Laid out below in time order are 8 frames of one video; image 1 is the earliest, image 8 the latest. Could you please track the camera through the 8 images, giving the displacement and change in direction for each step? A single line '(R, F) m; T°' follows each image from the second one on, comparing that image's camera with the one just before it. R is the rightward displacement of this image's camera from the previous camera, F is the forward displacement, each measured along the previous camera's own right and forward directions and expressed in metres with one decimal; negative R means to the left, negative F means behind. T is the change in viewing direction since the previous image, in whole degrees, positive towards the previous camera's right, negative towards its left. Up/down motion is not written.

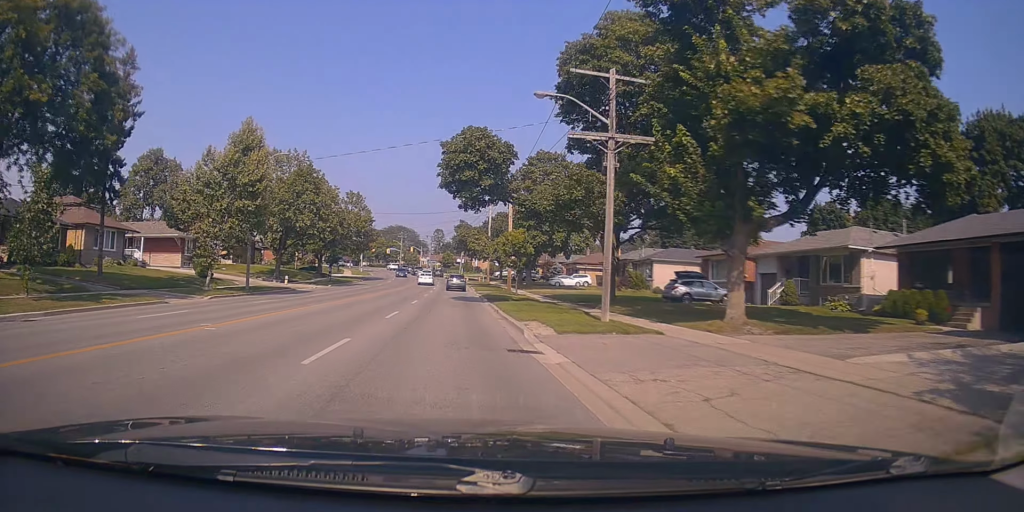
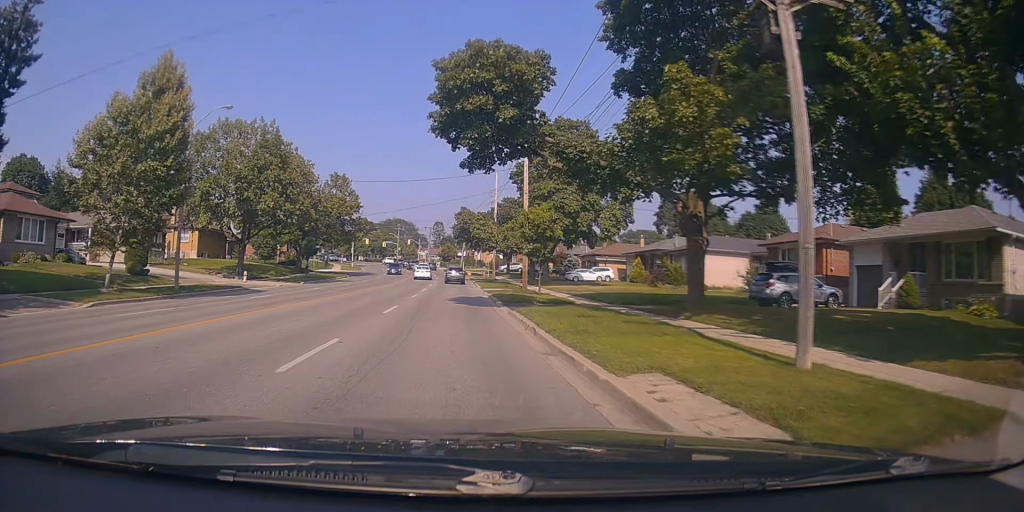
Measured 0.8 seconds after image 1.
(+0.3, +10.7) m; +2°
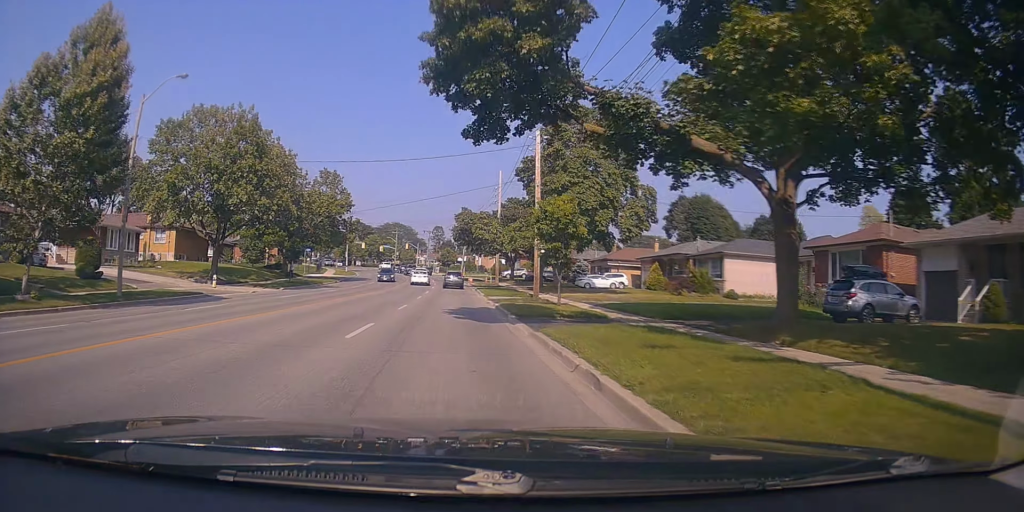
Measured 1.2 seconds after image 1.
(0.0, +5.6) m; 0°
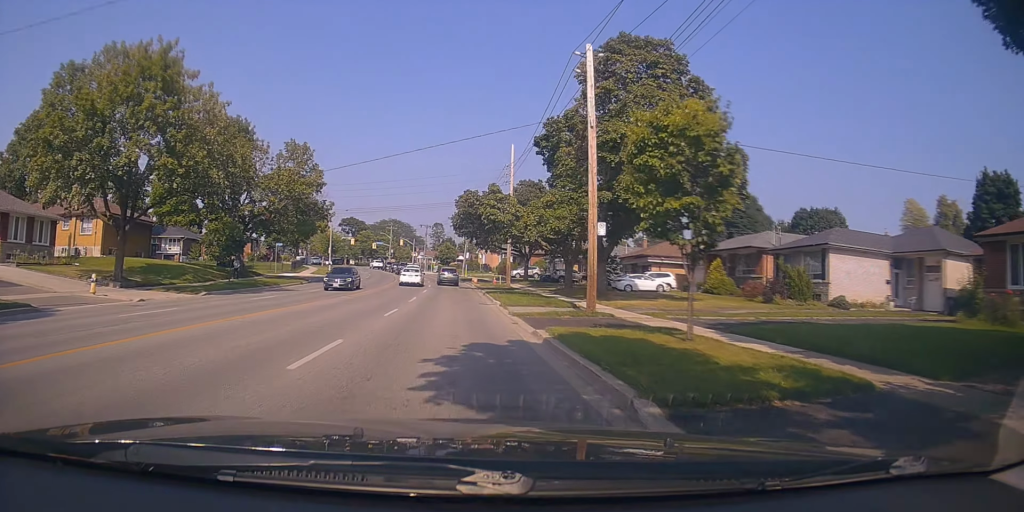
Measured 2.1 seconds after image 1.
(+0.1, +13.4) m; -3°
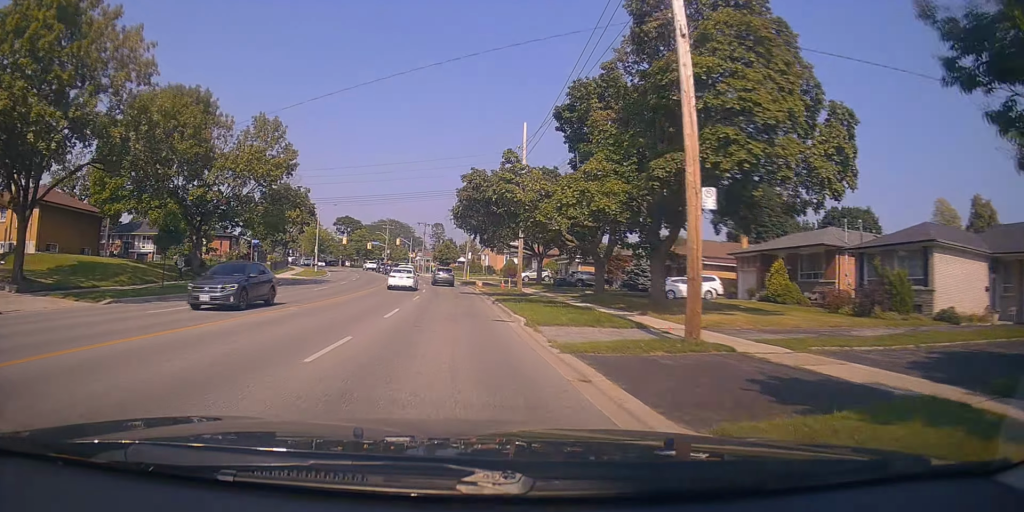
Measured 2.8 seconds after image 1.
(-0.7, +8.7) m; -1°
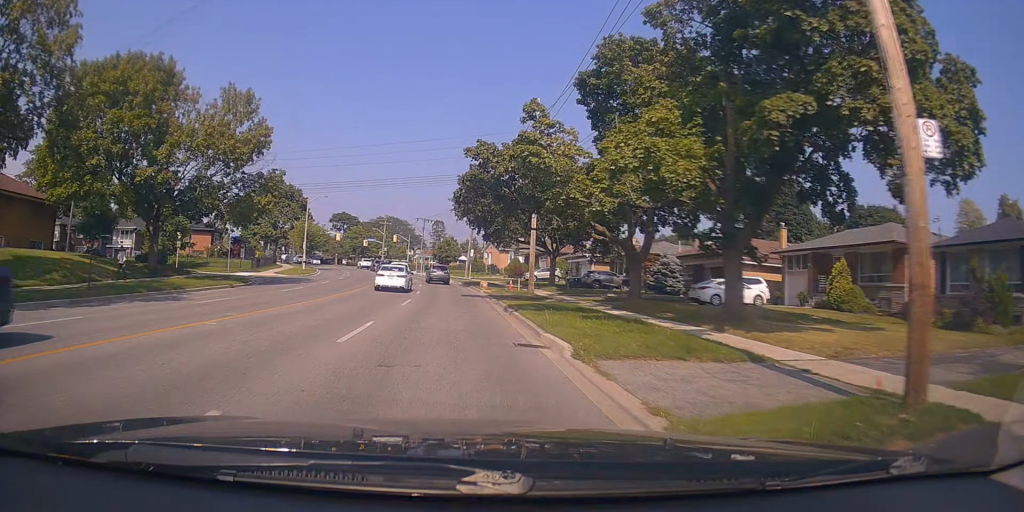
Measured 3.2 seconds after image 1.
(-0.1, +6.3) m; 0°
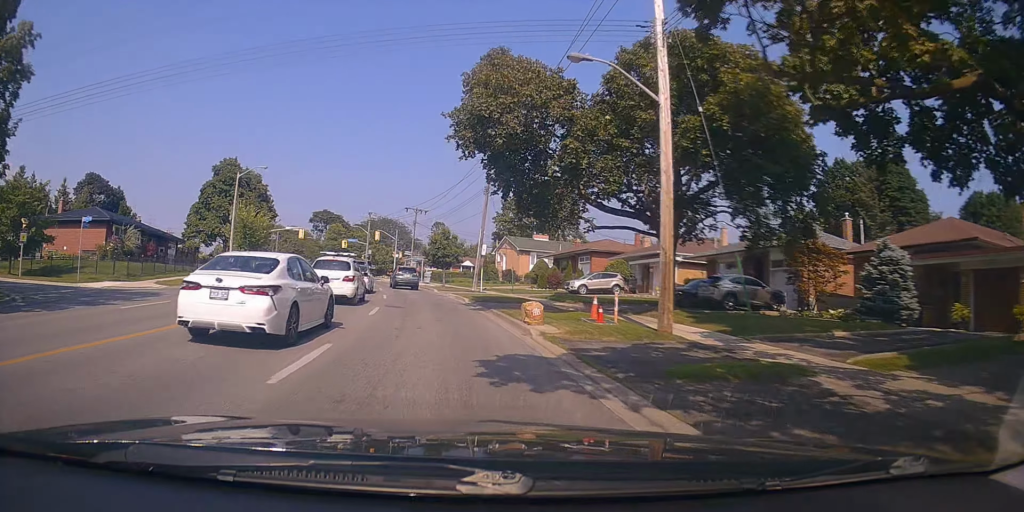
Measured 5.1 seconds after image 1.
(+1.1, +23.3) m; +2°
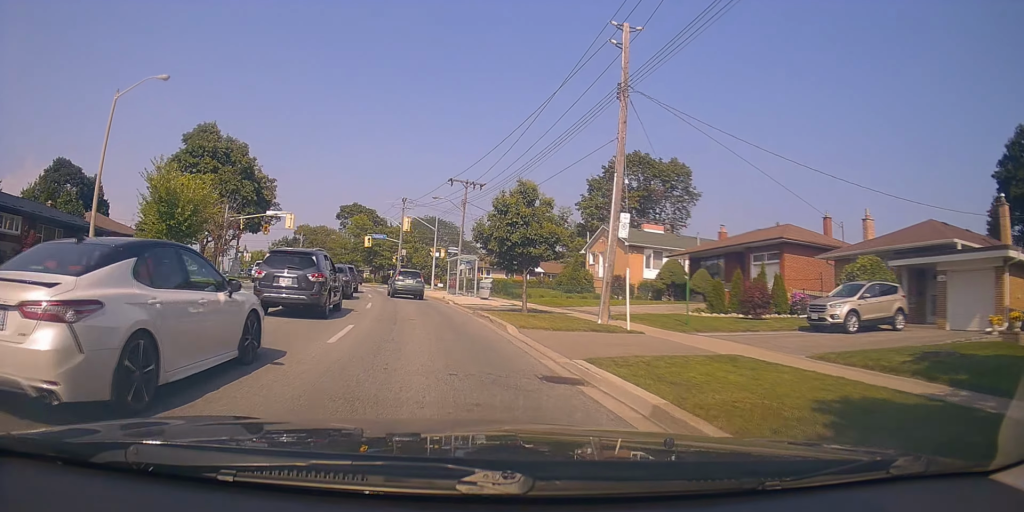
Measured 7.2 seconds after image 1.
(-1.0, +24.5) m; -6°
